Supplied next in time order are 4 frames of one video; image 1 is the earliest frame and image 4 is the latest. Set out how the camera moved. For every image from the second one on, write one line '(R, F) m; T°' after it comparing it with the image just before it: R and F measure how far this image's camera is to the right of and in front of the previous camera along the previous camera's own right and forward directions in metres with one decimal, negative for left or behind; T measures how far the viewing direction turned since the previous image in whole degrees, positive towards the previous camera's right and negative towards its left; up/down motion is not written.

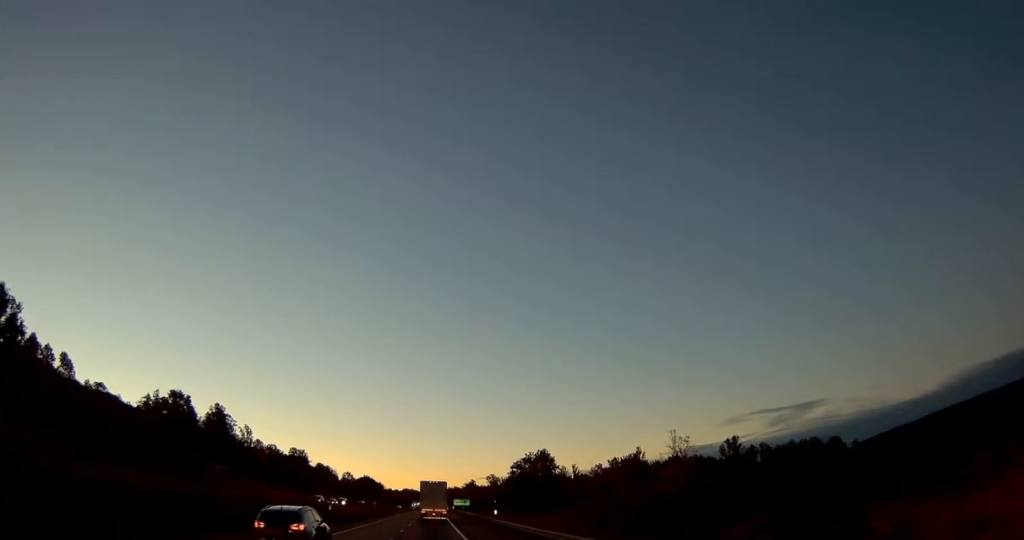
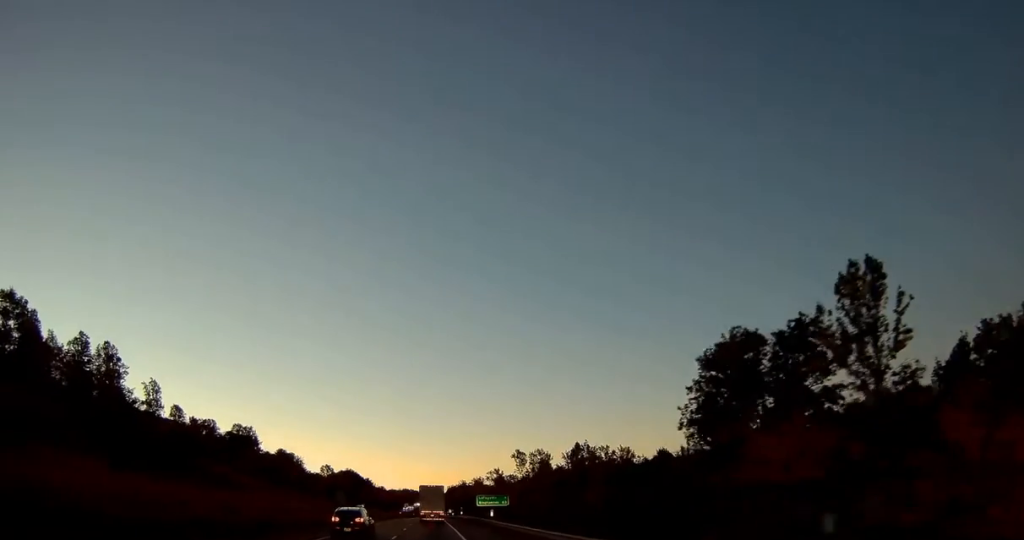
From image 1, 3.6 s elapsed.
(+1.0, +104.0) m; 0°
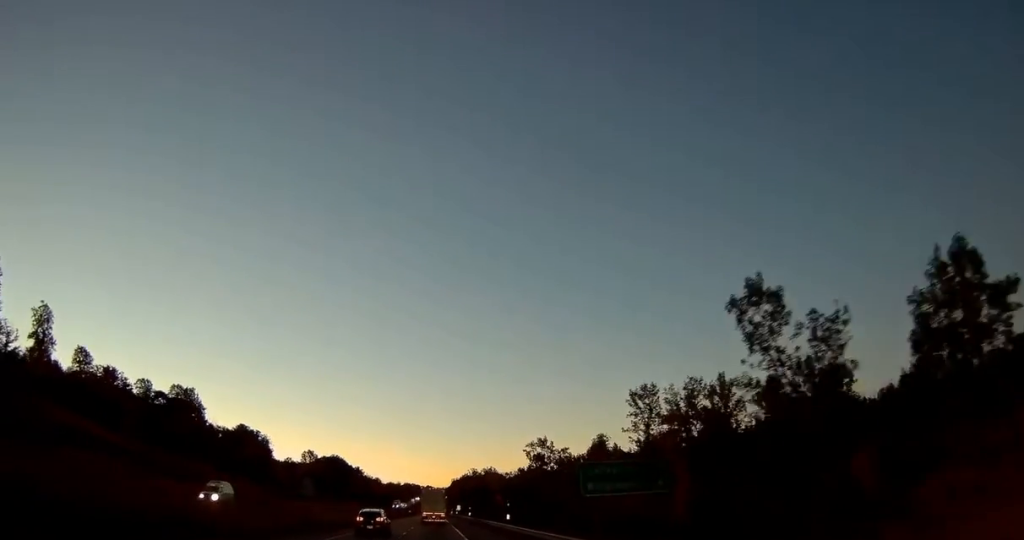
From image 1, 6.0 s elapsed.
(-0.2, +66.9) m; 0°
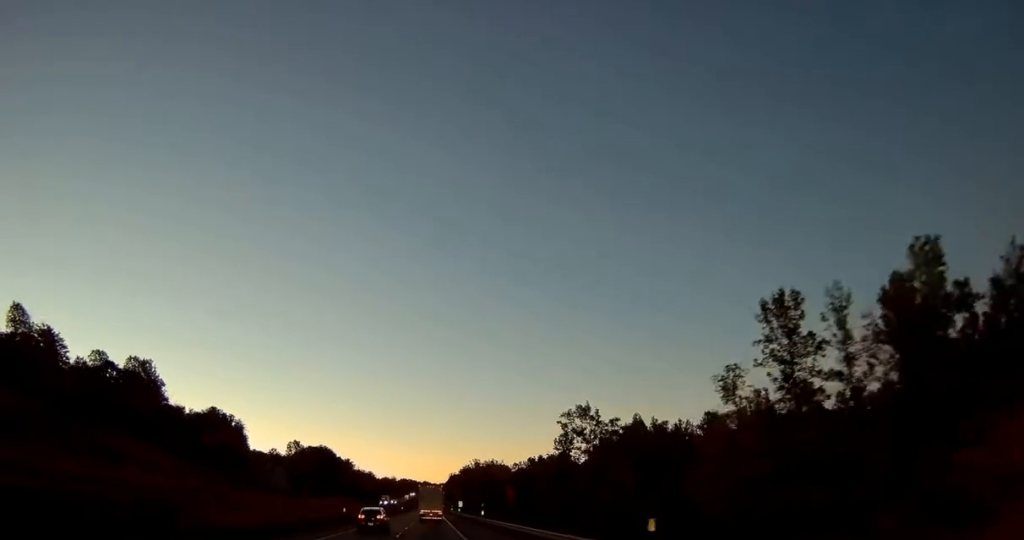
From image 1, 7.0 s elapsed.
(-0.1, +29.4) m; +1°
